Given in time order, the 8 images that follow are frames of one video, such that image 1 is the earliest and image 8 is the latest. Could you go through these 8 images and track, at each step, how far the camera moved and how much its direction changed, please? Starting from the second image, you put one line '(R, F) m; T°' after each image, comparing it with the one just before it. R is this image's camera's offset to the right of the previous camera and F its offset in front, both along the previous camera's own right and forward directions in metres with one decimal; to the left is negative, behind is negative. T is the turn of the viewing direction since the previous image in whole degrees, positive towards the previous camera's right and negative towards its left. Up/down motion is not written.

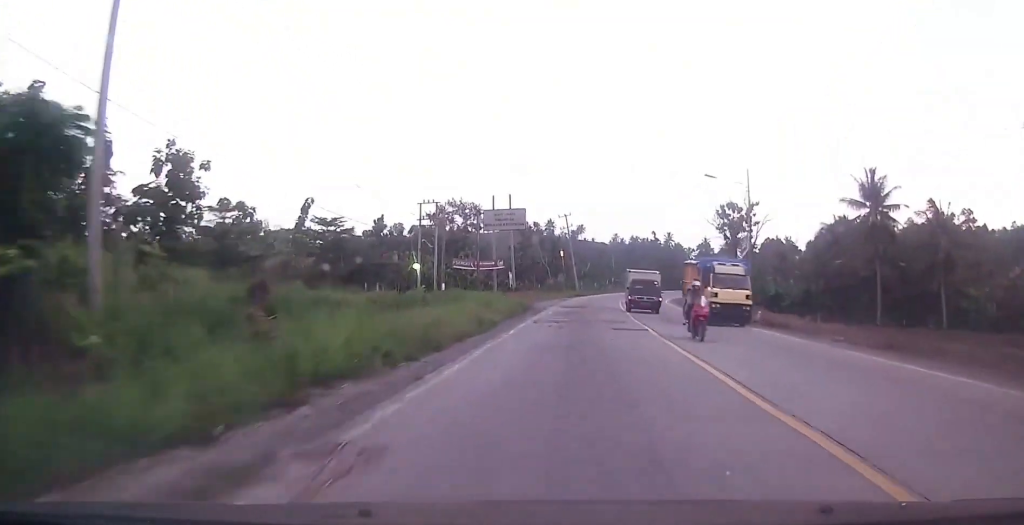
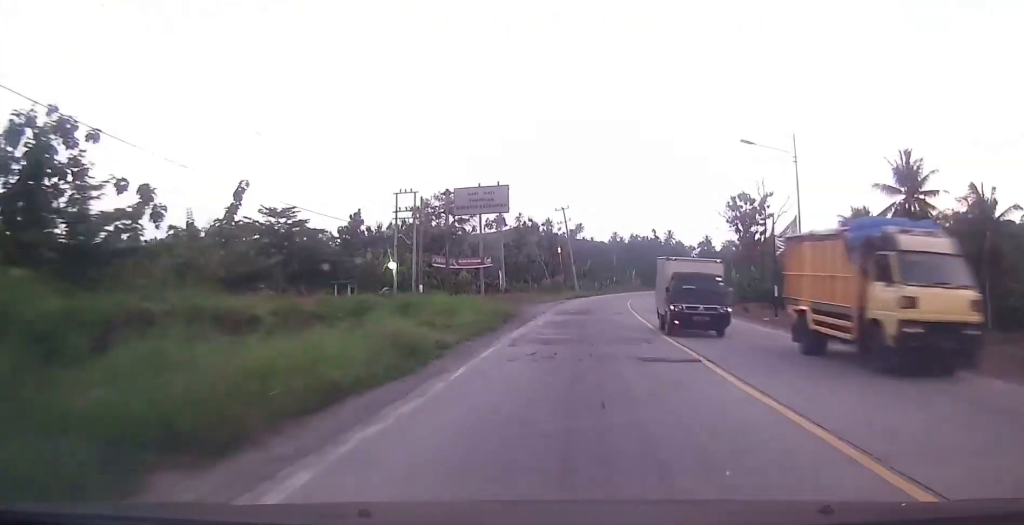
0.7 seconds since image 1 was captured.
(-0.2, +9.0) m; 0°
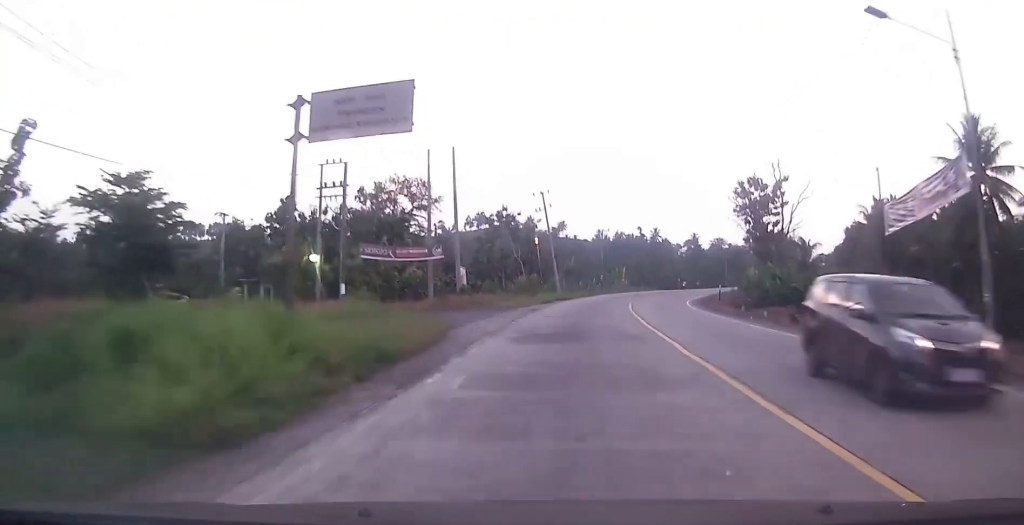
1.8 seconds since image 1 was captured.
(+0.2, +15.1) m; +2°
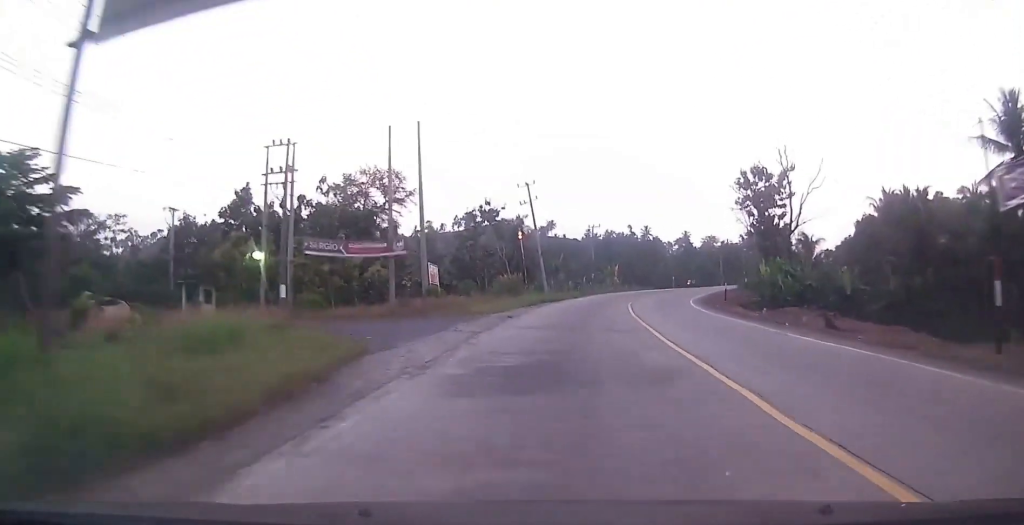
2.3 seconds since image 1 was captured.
(+0.1, +7.0) m; 0°
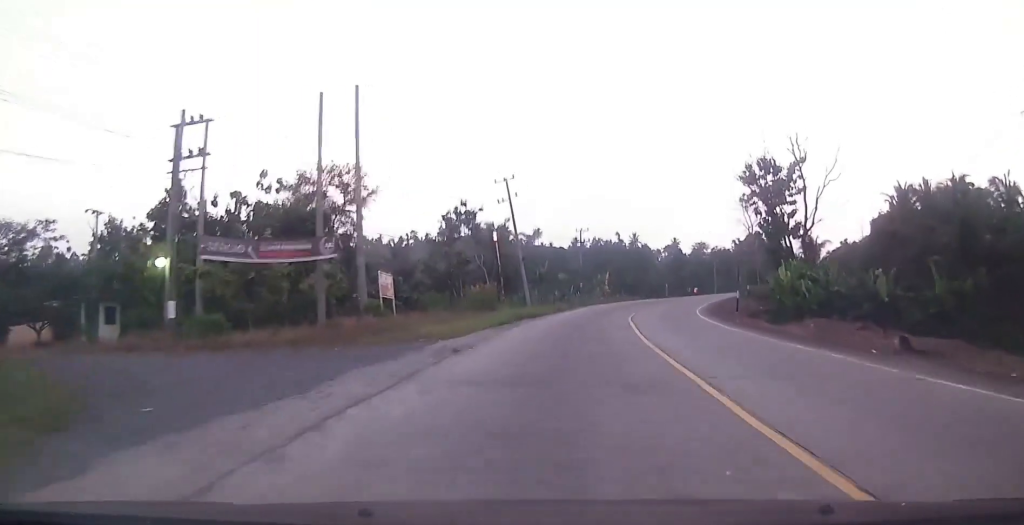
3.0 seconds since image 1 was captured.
(+0.1, +8.8) m; 0°
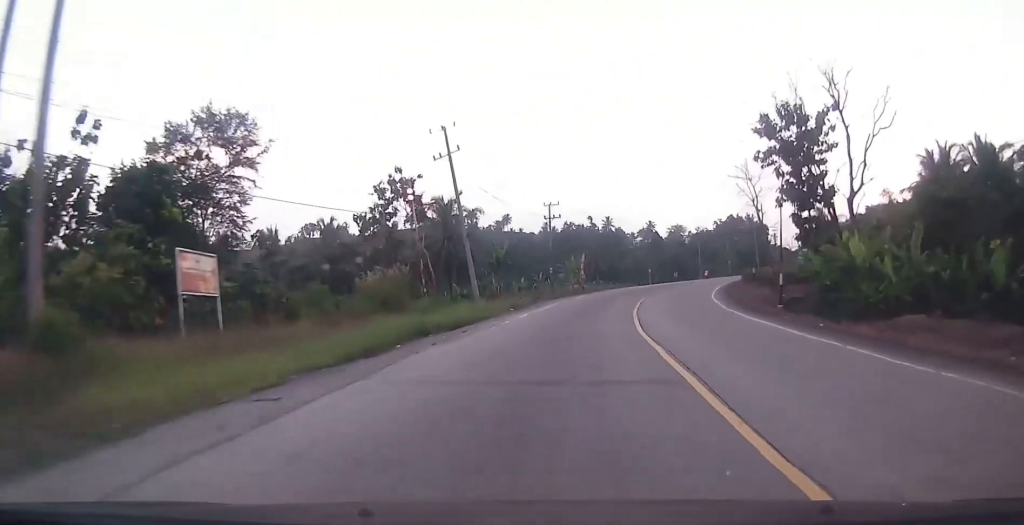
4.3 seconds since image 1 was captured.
(+0.2, +17.0) m; +3°
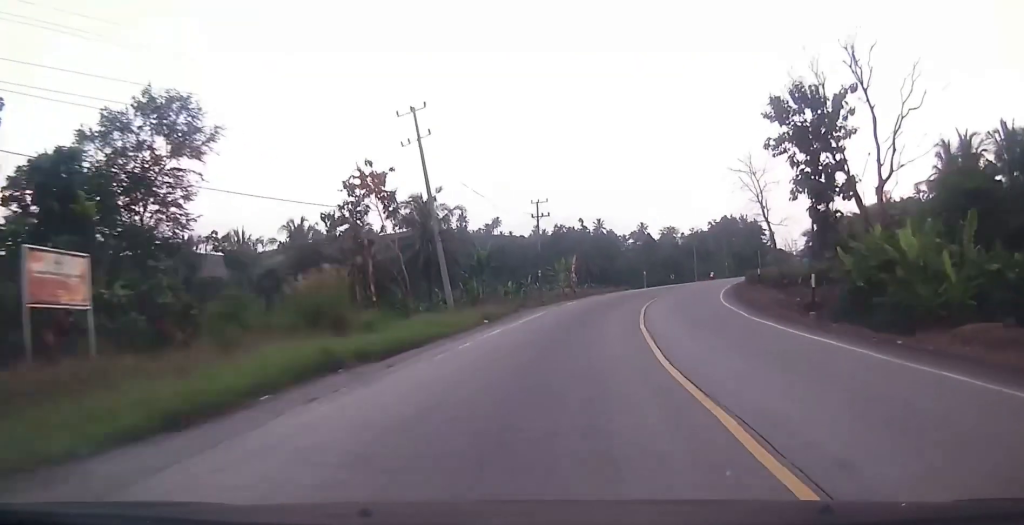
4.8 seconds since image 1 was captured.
(+0.2, +6.1) m; +1°
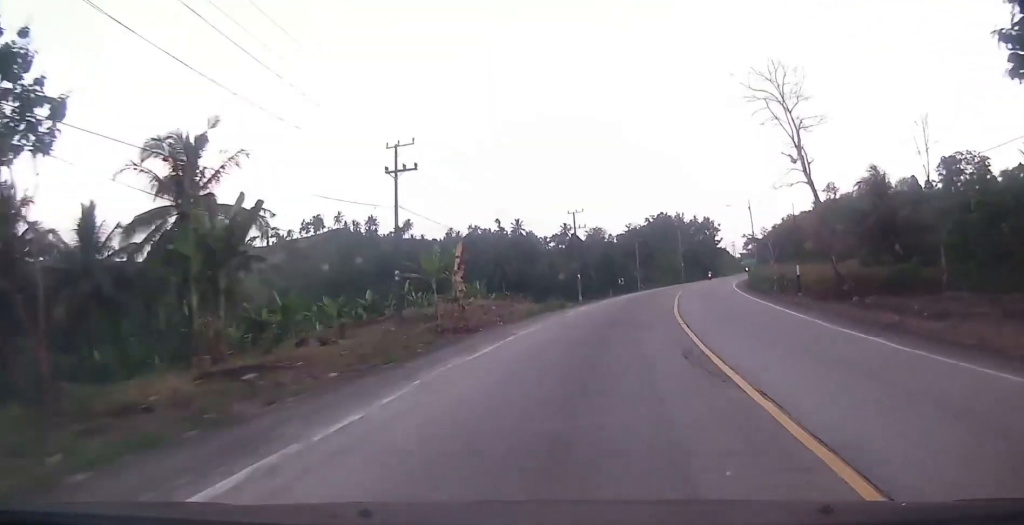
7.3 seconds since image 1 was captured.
(-0.4, +33.1) m; +2°
